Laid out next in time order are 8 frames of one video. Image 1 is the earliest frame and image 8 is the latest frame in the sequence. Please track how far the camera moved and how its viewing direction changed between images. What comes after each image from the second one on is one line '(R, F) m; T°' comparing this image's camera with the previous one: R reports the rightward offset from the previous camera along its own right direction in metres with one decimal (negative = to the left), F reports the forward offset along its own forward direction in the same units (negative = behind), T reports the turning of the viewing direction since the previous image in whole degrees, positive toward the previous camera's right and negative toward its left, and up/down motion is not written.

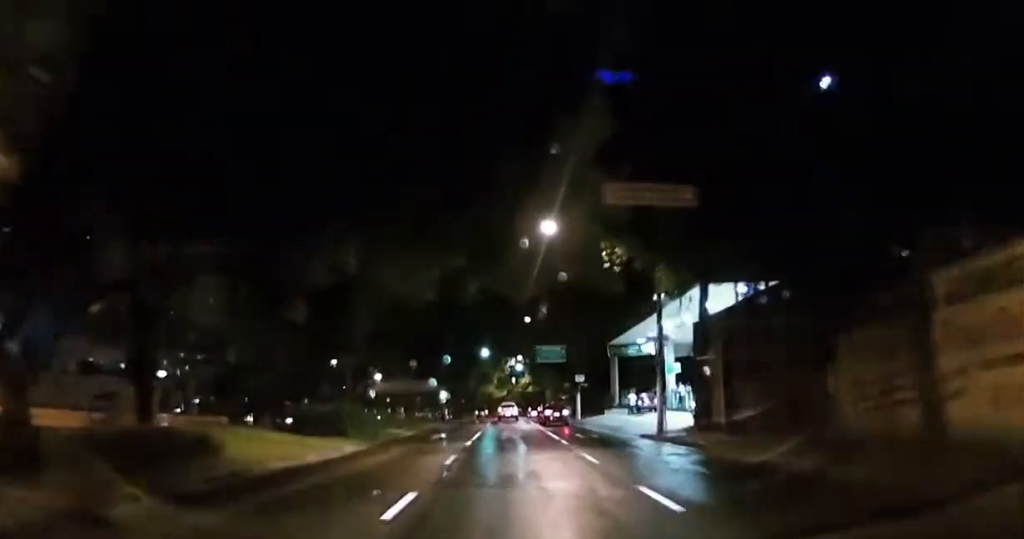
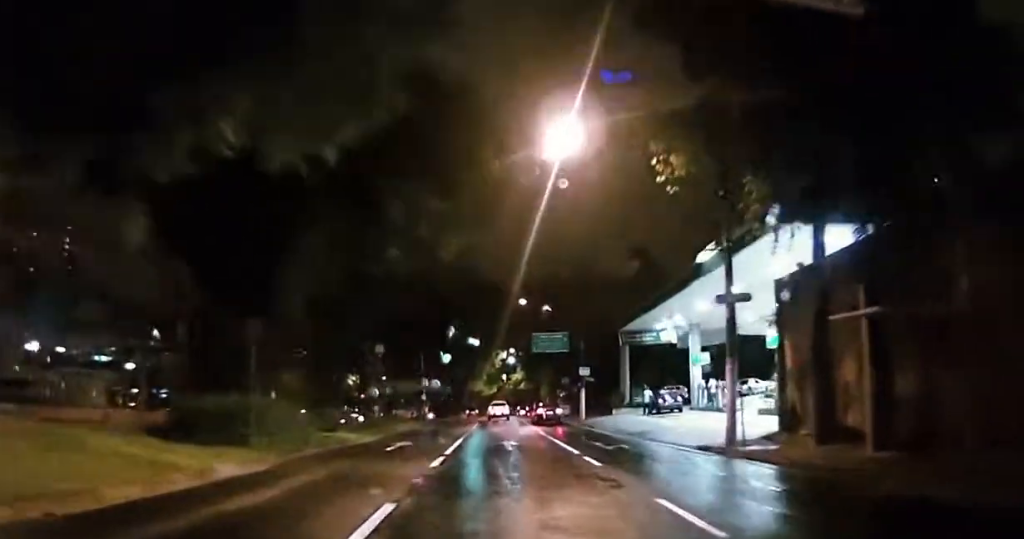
(+0.3, +10.8) m; 0°
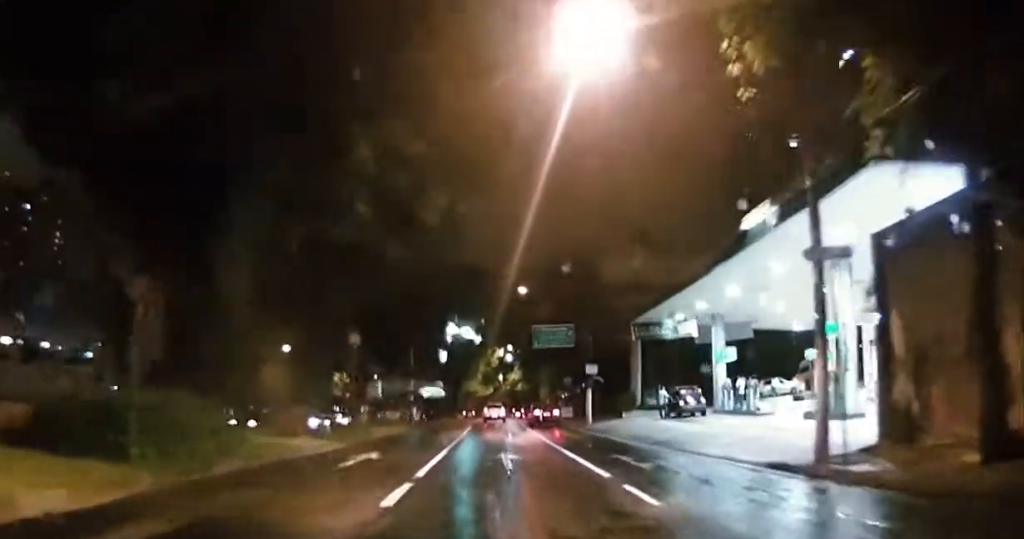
(-0.2, +6.6) m; -2°
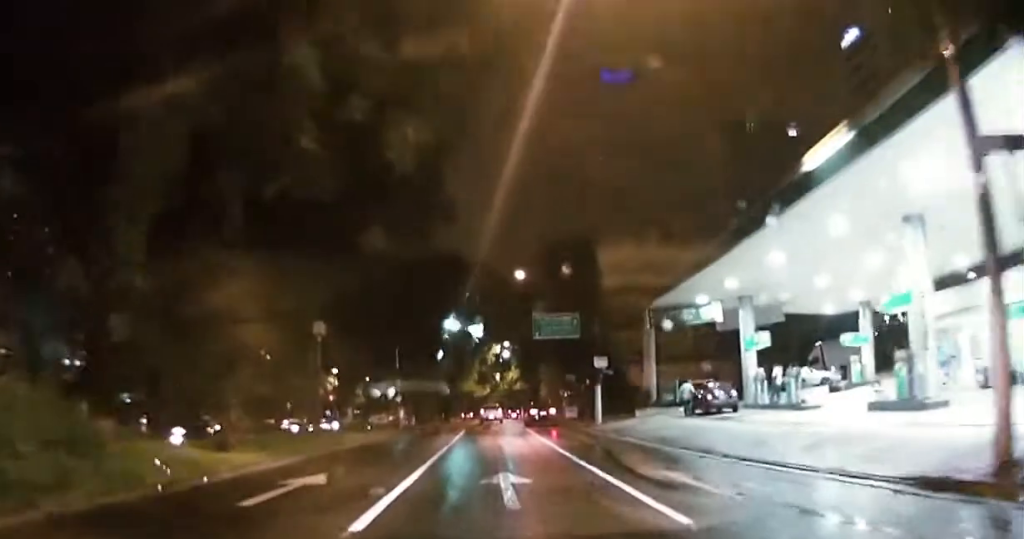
(0.0, +6.2) m; 0°
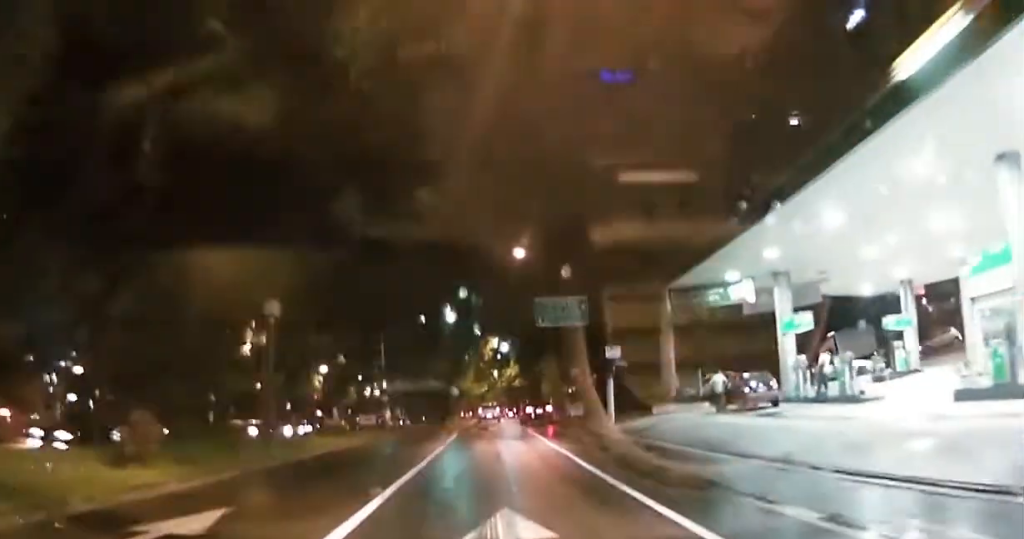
(0.0, +5.6) m; -1°
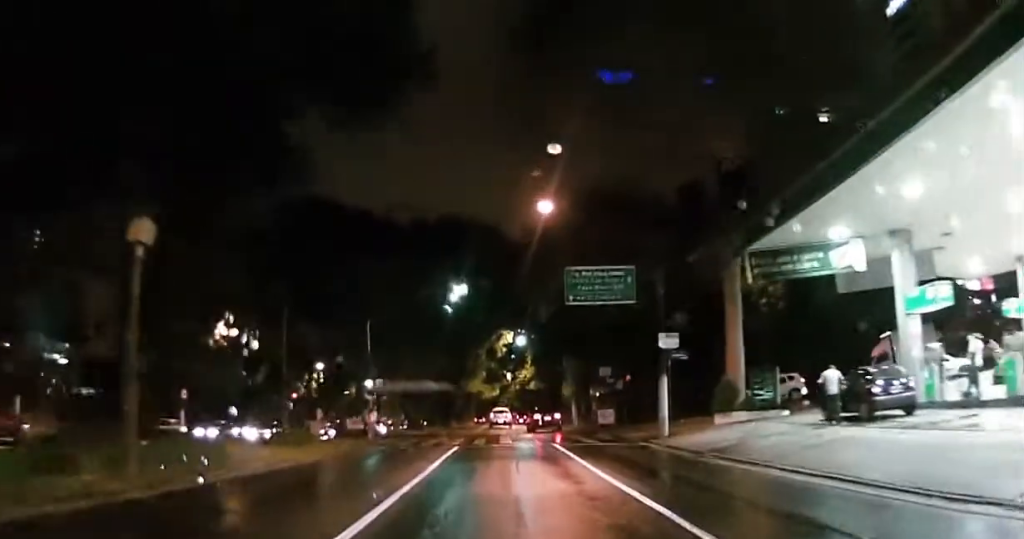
(-0.1, +9.1) m; -2°
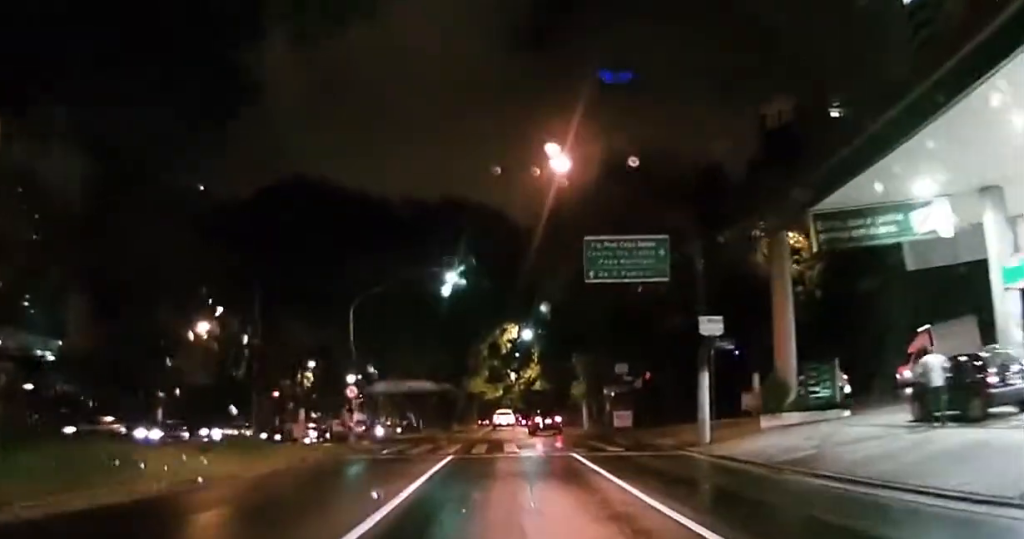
(-0.1, +4.4) m; -1°
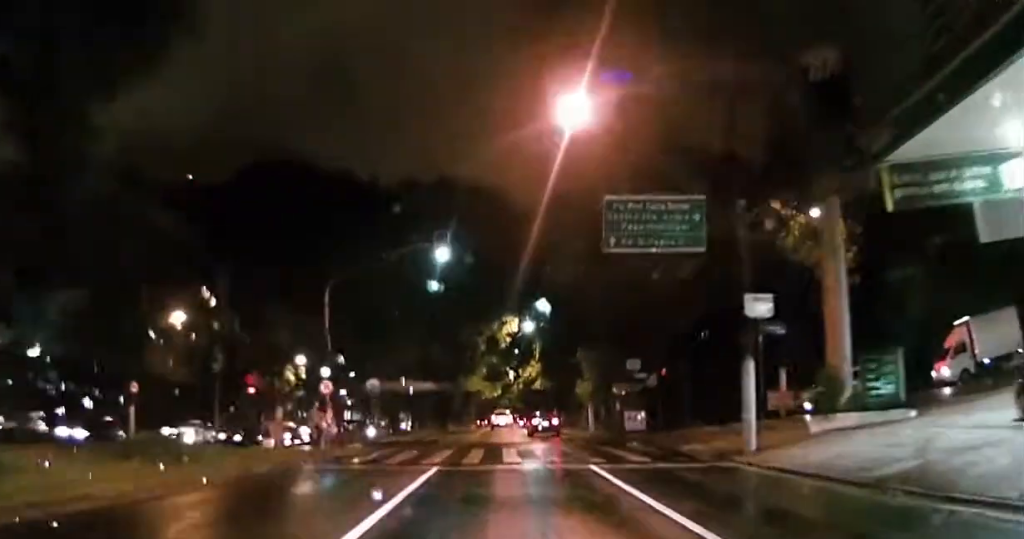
(0.0, +3.7) m; 0°
